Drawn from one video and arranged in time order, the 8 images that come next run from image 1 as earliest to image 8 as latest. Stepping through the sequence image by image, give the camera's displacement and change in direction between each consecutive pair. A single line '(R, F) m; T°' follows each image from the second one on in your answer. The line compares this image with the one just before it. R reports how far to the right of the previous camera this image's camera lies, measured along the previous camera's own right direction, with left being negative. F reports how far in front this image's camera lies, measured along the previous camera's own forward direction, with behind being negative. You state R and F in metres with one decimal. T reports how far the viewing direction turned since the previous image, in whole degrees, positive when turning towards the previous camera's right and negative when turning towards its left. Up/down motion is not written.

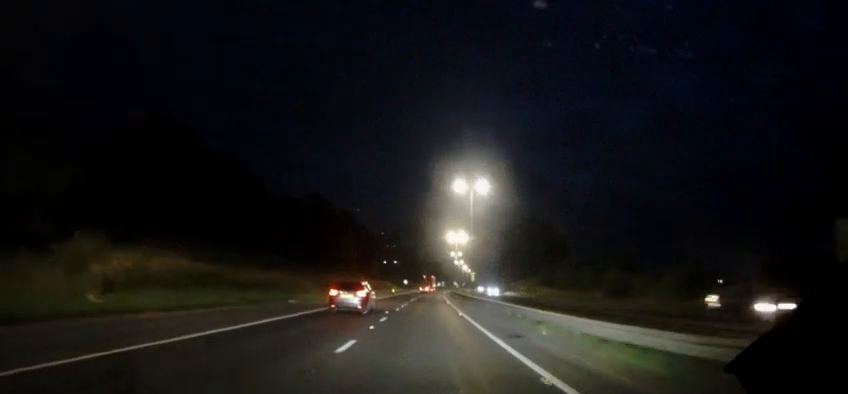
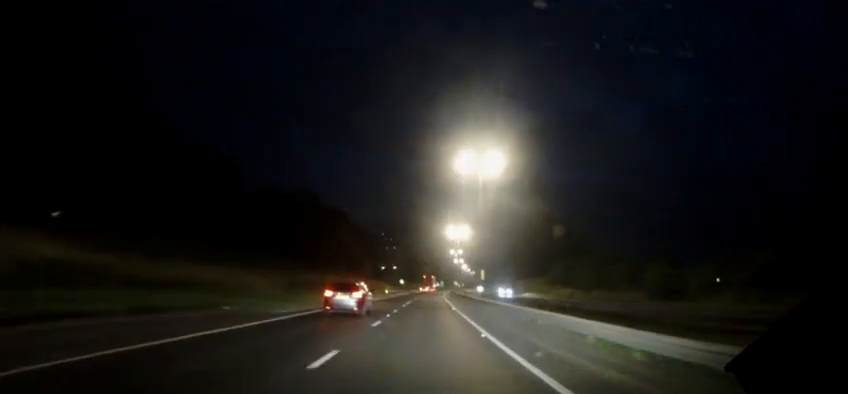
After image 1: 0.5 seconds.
(0.0, +11.2) m; 0°
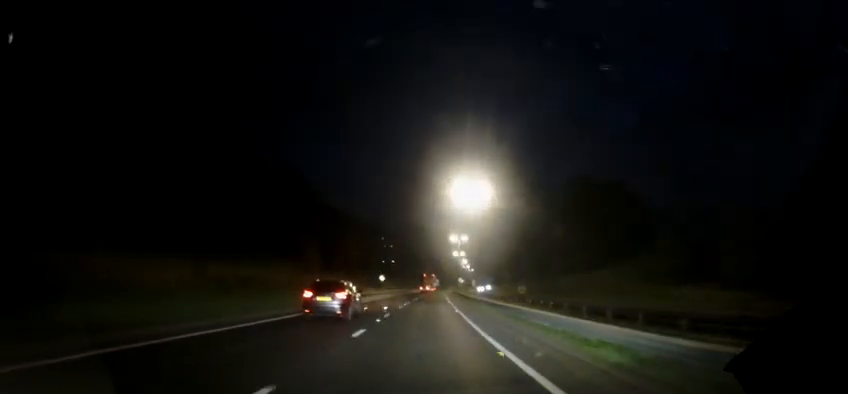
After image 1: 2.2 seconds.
(+0.3, +40.6) m; +1°
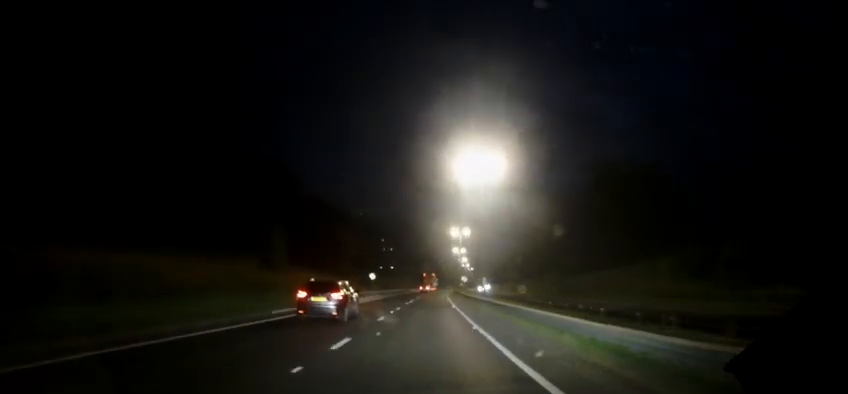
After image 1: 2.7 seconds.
(0.0, +12.0) m; 0°
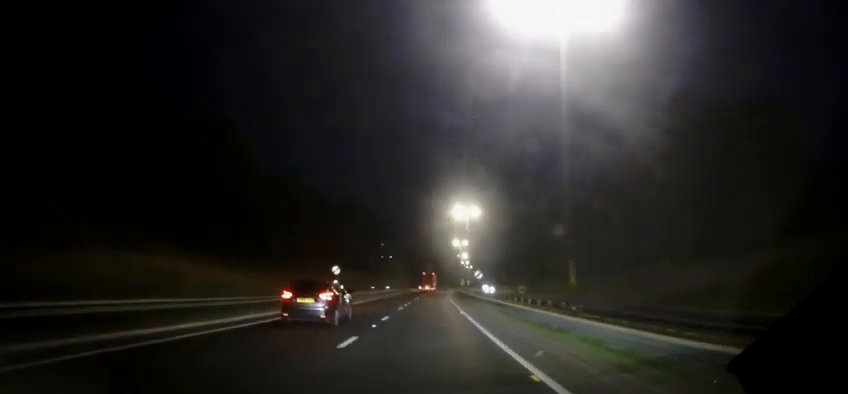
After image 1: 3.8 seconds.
(0.0, +27.0) m; 0°
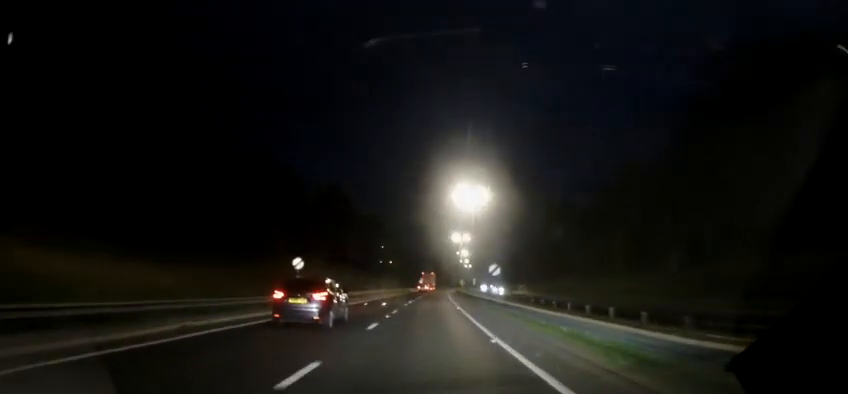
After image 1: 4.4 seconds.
(-0.1, +13.4) m; +1°
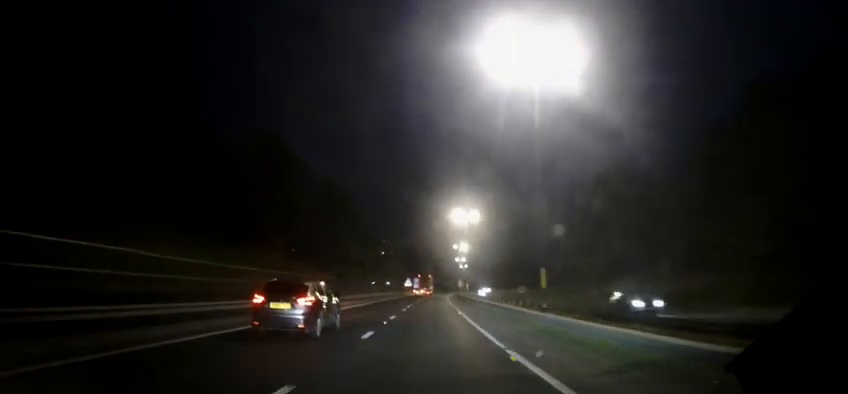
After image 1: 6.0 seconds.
(+0.7, +38.9) m; +1°
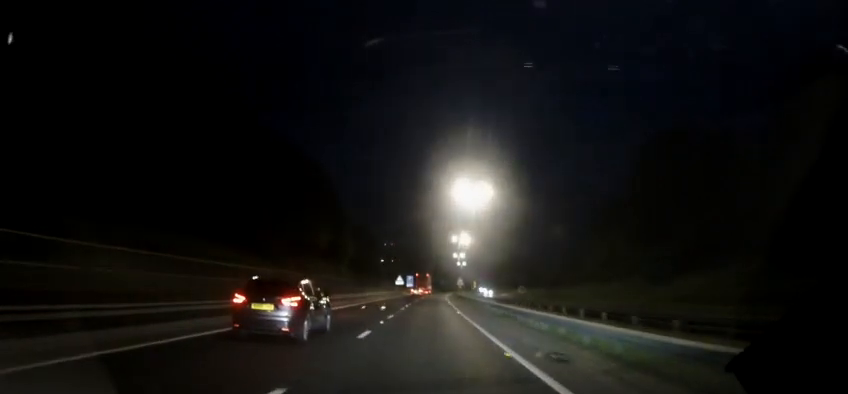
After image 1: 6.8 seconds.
(+0.1, +19.2) m; 0°
